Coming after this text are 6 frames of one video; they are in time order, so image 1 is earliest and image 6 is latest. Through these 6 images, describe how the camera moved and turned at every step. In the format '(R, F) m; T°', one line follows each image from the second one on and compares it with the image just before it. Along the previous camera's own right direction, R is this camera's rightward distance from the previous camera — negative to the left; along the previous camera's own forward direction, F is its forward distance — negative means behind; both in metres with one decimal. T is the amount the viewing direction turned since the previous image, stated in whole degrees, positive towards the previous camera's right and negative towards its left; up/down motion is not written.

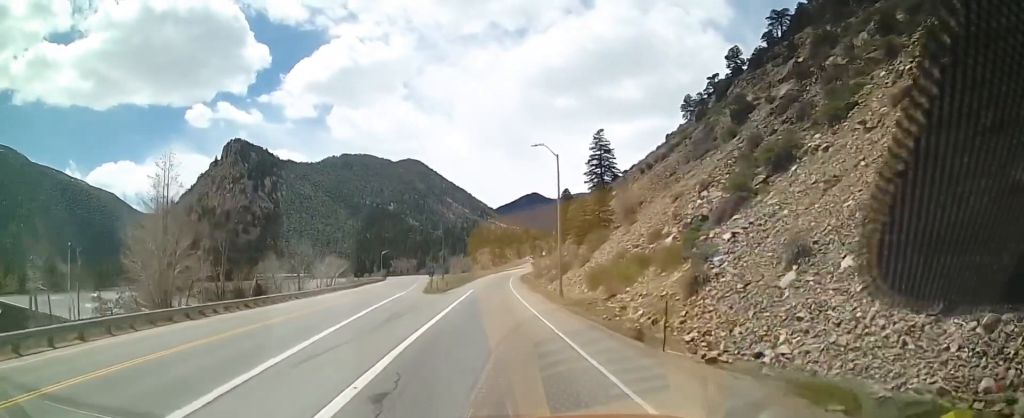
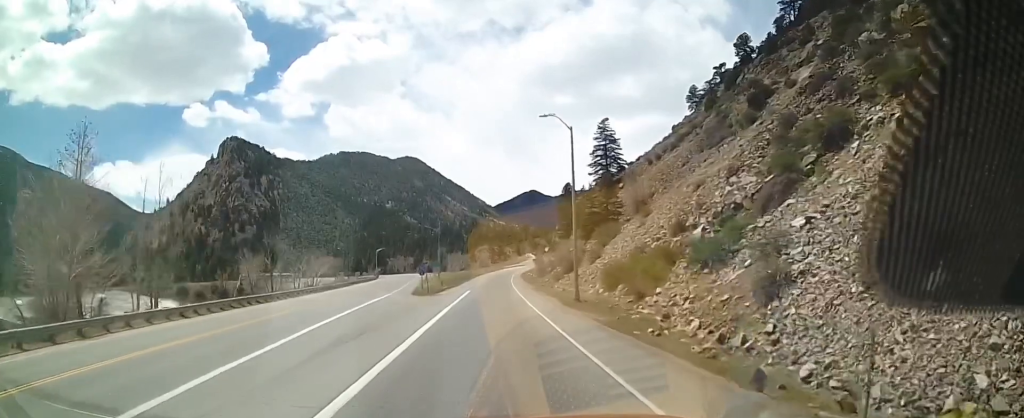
(+0.1, +9.2) m; -1°
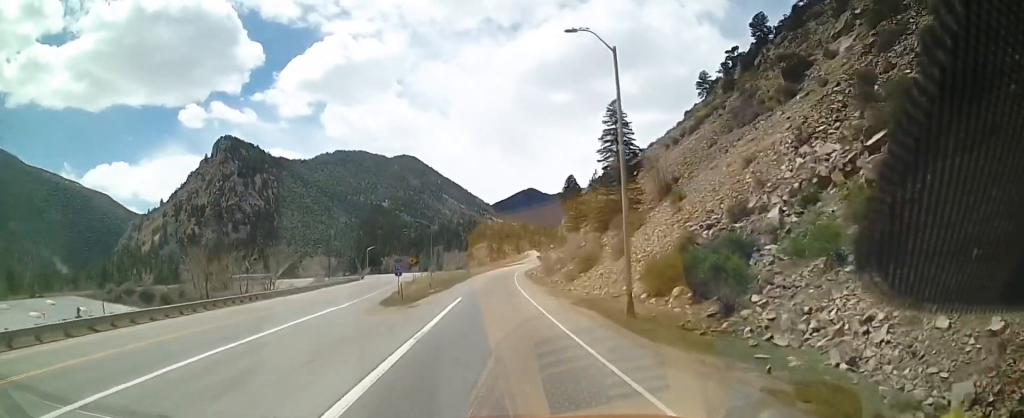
(-0.8, +15.1) m; -1°
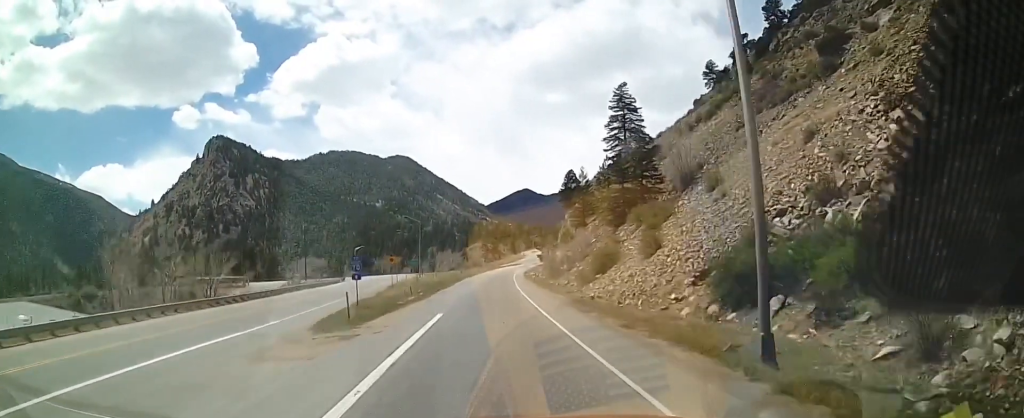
(+0.8, +13.2) m; +1°
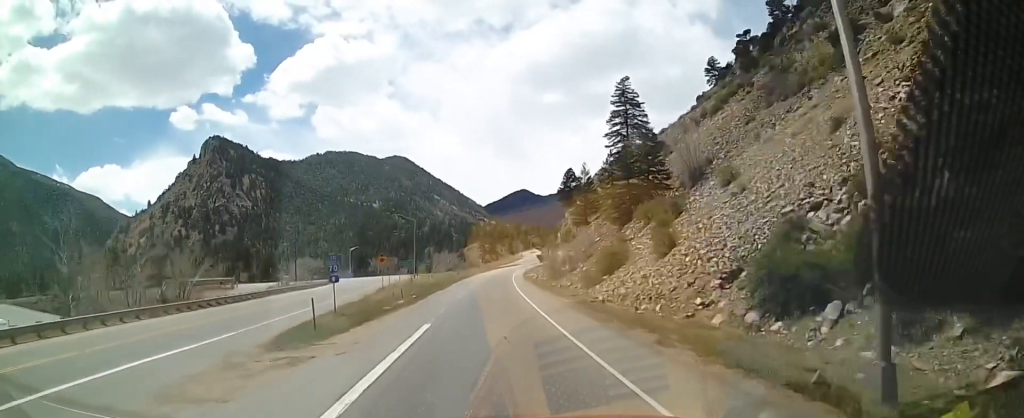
(-0.2, +4.4) m; -1°
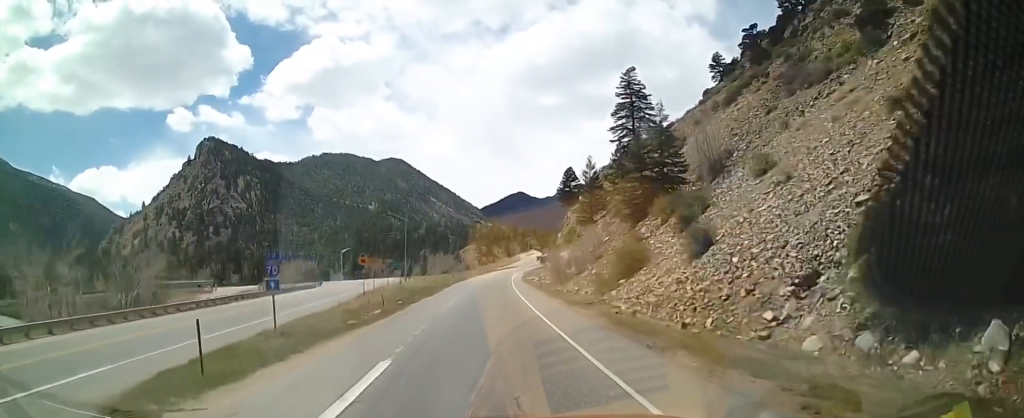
(-0.1, +7.7) m; -1°
